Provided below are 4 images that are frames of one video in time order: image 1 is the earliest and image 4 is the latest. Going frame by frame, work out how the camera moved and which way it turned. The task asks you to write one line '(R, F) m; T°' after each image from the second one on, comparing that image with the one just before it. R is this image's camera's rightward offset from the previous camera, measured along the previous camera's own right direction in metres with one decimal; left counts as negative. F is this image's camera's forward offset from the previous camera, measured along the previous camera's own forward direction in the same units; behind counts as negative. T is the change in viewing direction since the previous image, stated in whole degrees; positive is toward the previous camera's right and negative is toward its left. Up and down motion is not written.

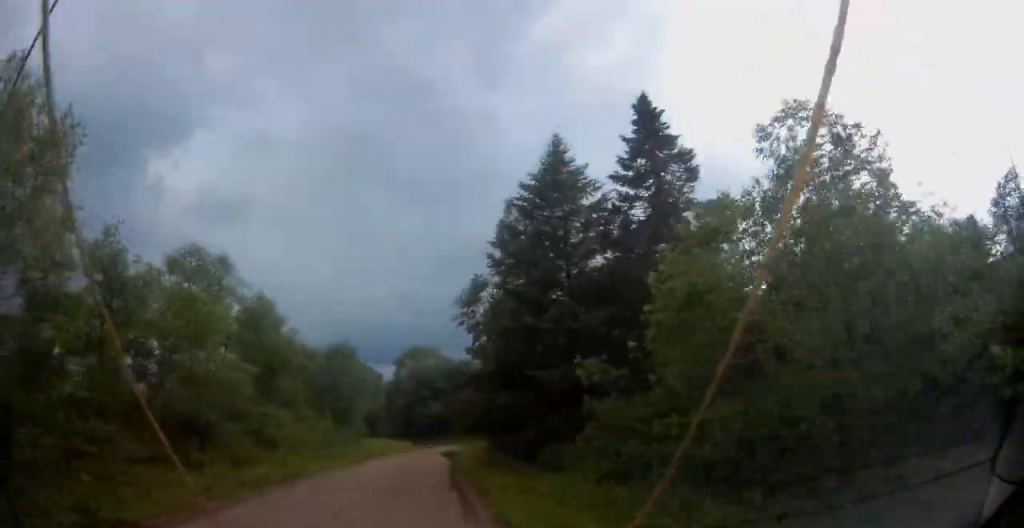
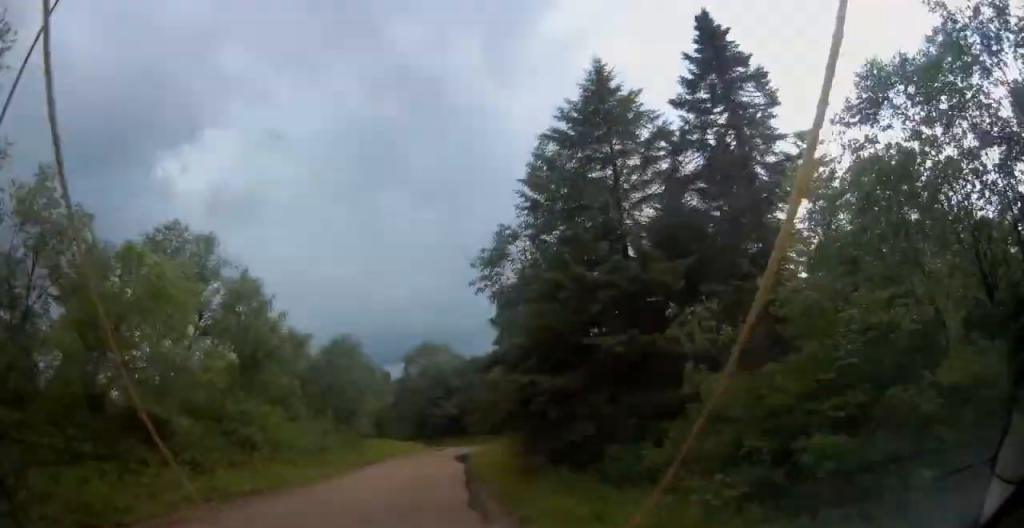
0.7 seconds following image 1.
(+0.2, +5.7) m; +1°
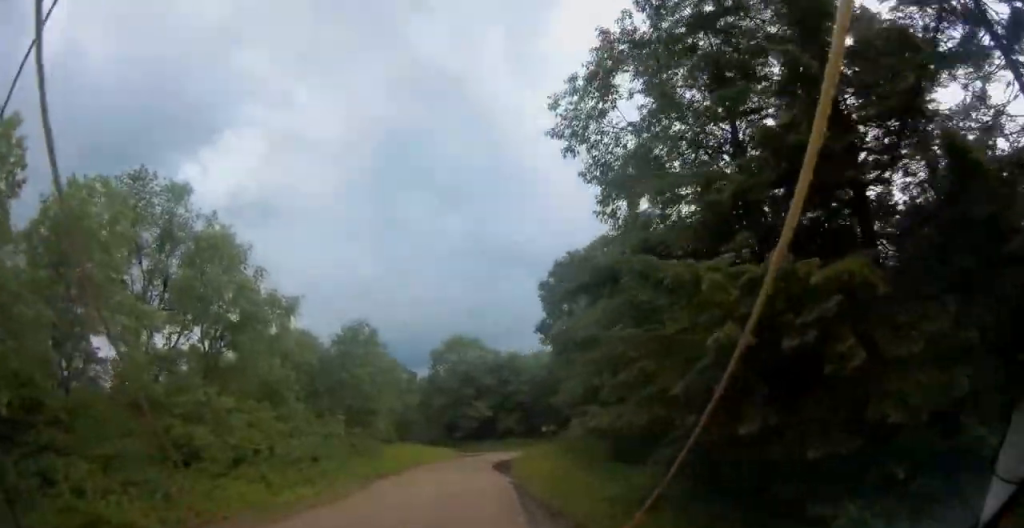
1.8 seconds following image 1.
(0.0, +9.5) m; -1°
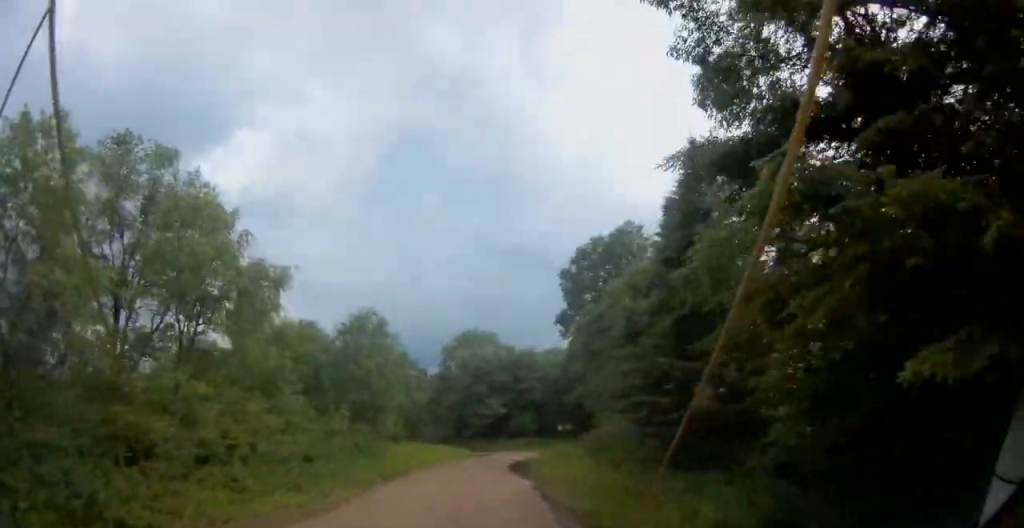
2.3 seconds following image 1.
(0.0, +3.7) m; -1°
